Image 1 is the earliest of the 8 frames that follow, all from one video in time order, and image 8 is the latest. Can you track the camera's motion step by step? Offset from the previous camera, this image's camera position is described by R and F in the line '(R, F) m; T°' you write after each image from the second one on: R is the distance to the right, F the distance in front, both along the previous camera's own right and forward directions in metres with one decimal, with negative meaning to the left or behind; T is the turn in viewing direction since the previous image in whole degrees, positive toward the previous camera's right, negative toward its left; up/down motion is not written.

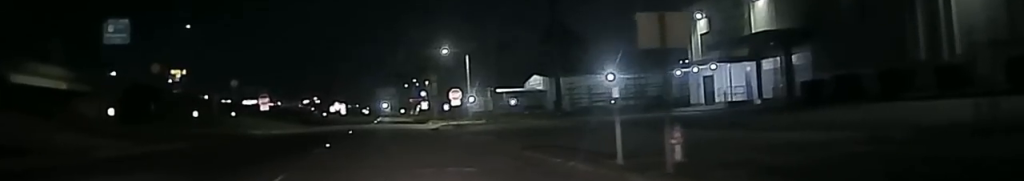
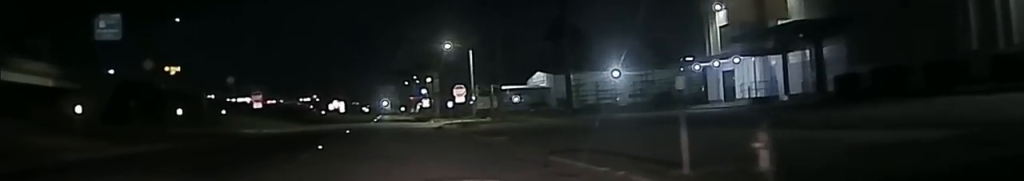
(0.0, +4.4) m; -1°
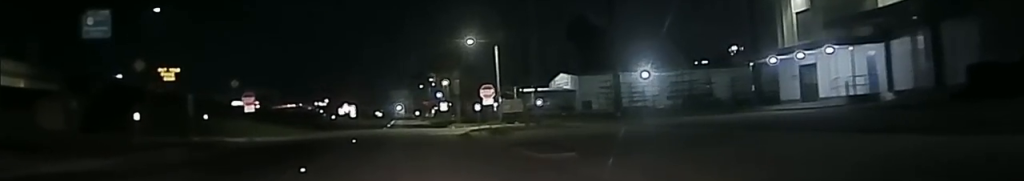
(-0.2, +11.2) m; -1°
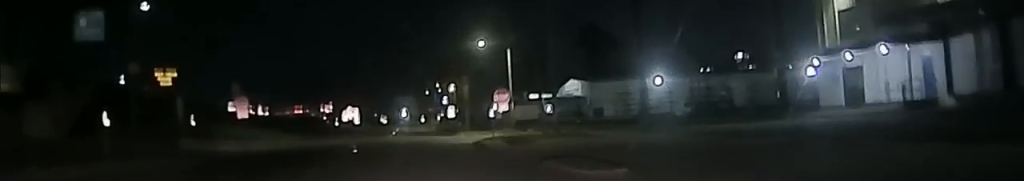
(0.0, +4.7) m; 0°
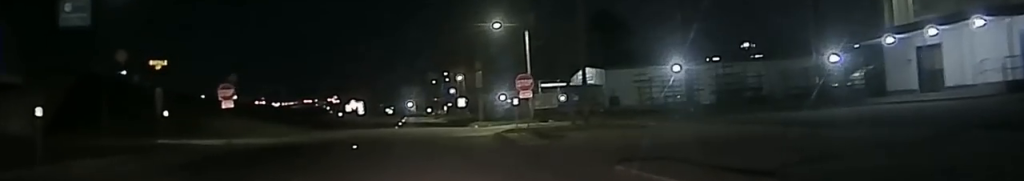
(0.0, +7.0) m; 0°
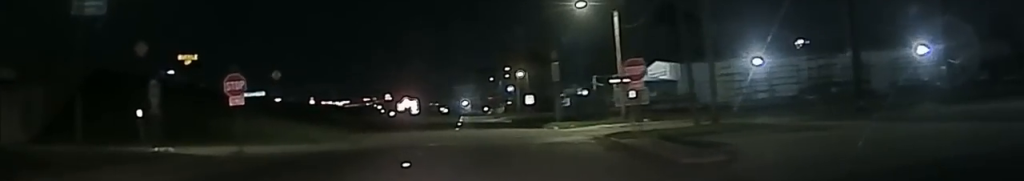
(0.0, +11.6) m; 0°
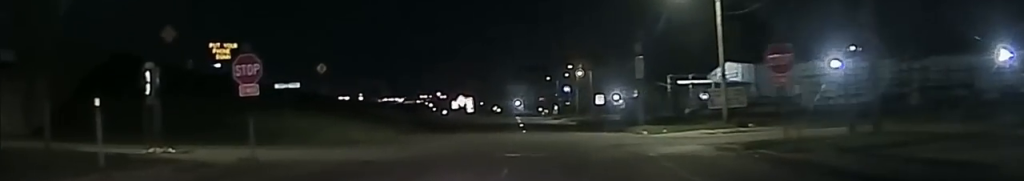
(0.0, +8.3) m; +2°
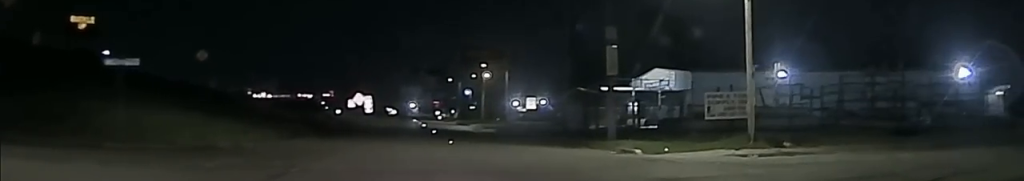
(+1.1, +15.4) m; +8°
